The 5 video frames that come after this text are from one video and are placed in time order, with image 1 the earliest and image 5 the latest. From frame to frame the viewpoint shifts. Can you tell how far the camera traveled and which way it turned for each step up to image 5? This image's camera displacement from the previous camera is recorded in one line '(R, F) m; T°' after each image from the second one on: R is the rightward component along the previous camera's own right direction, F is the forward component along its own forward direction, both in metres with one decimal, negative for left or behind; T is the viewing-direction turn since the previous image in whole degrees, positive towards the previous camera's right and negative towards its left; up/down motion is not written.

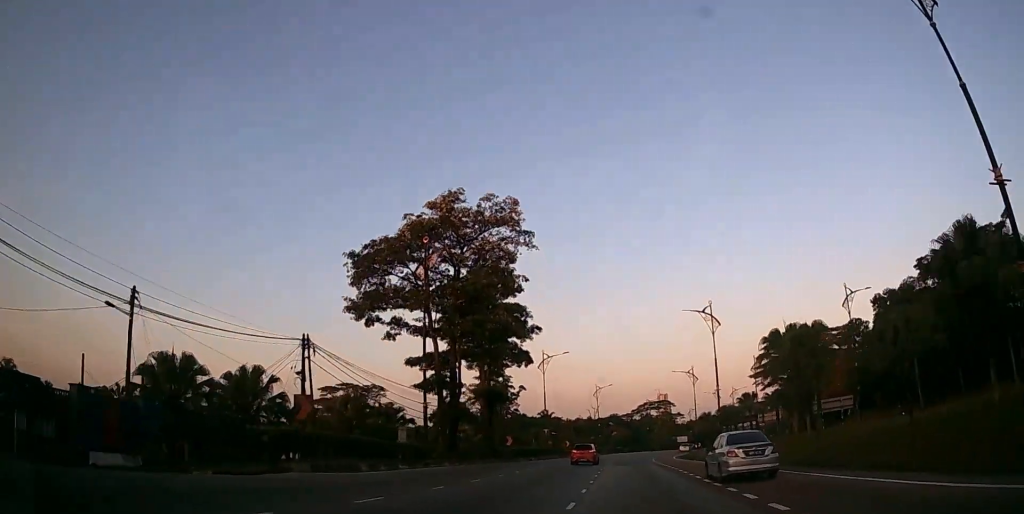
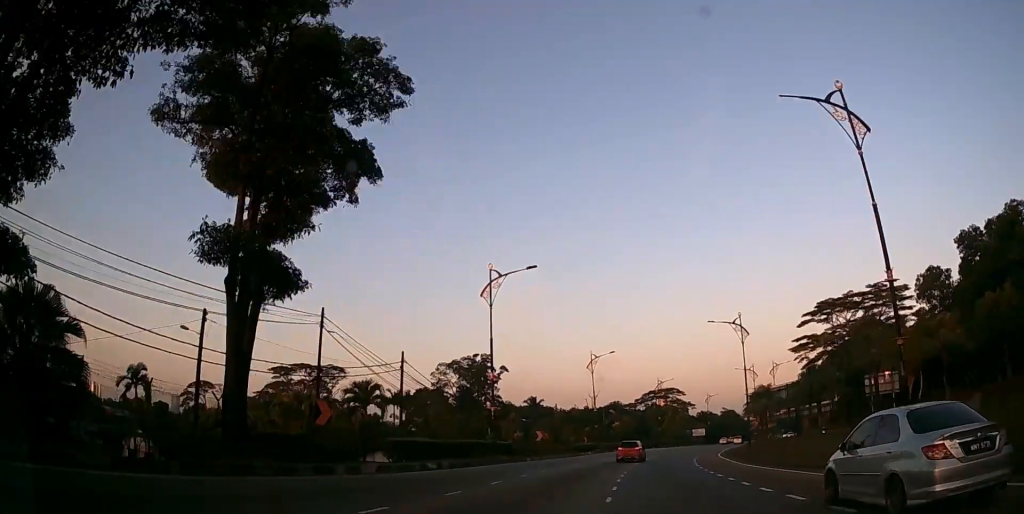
(+0.8, +30.3) m; +2°
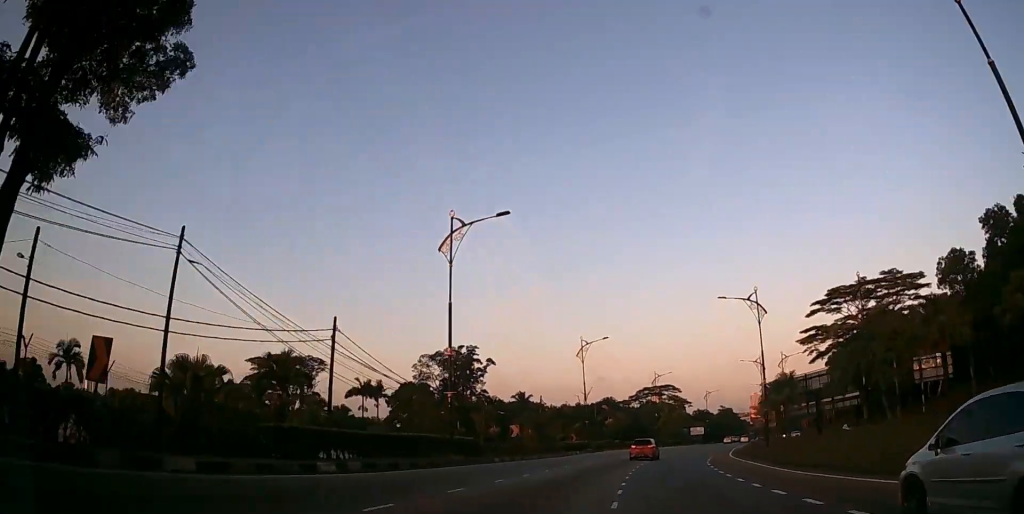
(0.0, +8.2) m; +1°
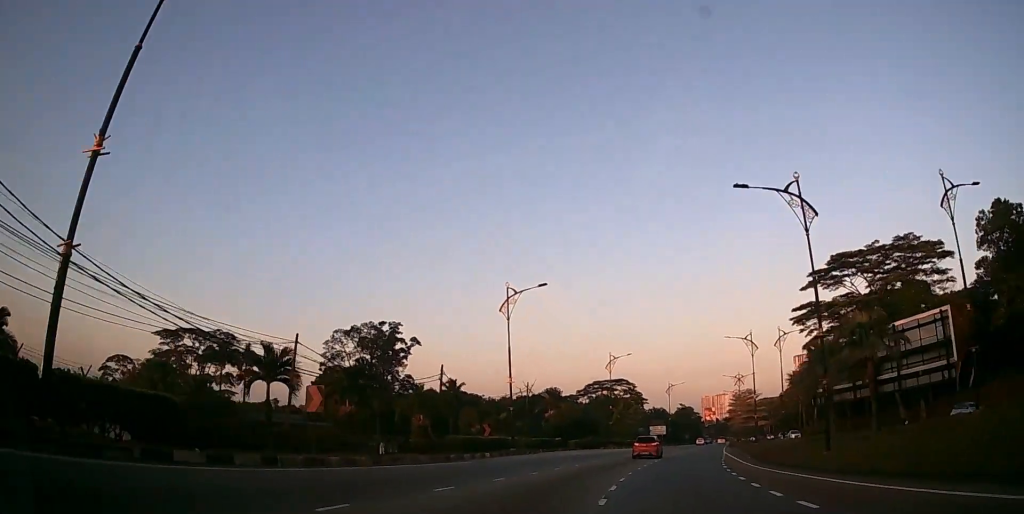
(+0.2, +20.3) m; +2°
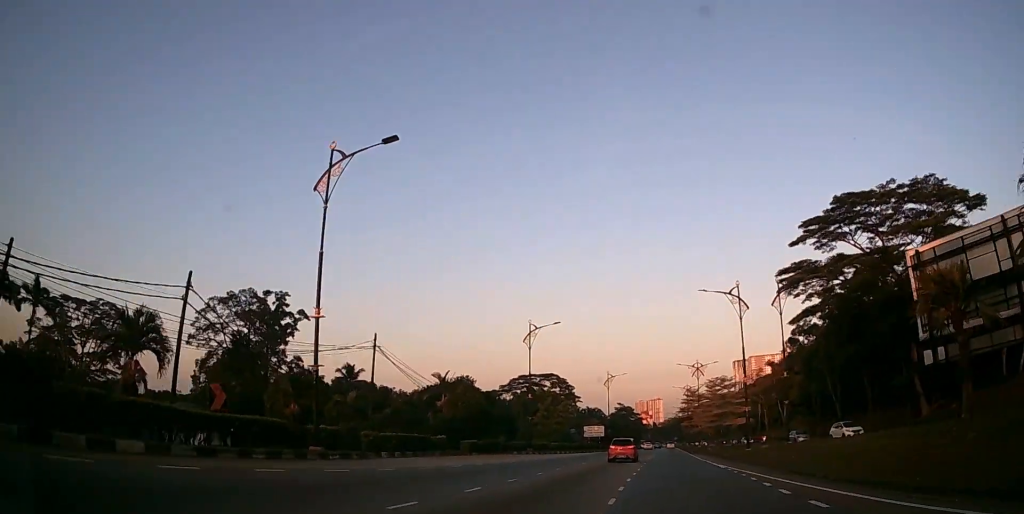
(+0.6, +20.1) m; +4°
